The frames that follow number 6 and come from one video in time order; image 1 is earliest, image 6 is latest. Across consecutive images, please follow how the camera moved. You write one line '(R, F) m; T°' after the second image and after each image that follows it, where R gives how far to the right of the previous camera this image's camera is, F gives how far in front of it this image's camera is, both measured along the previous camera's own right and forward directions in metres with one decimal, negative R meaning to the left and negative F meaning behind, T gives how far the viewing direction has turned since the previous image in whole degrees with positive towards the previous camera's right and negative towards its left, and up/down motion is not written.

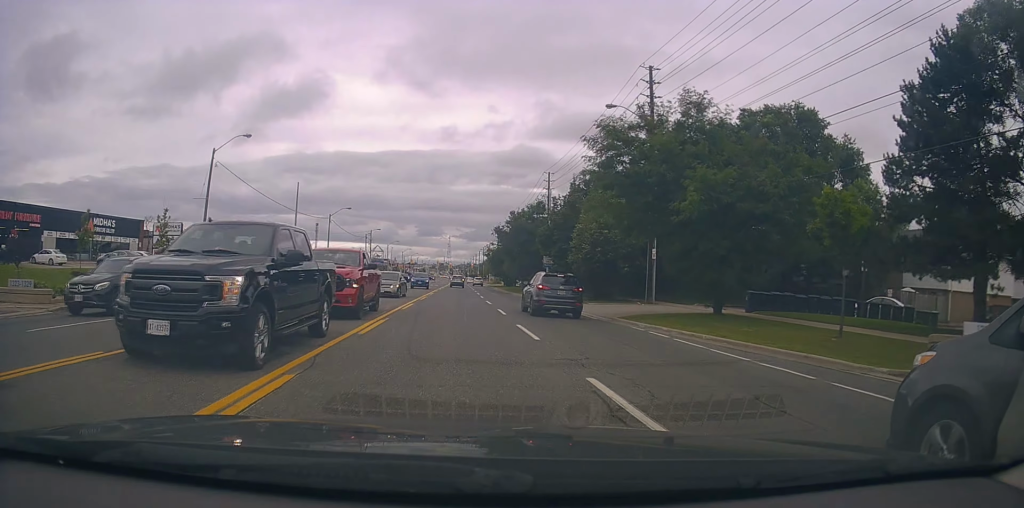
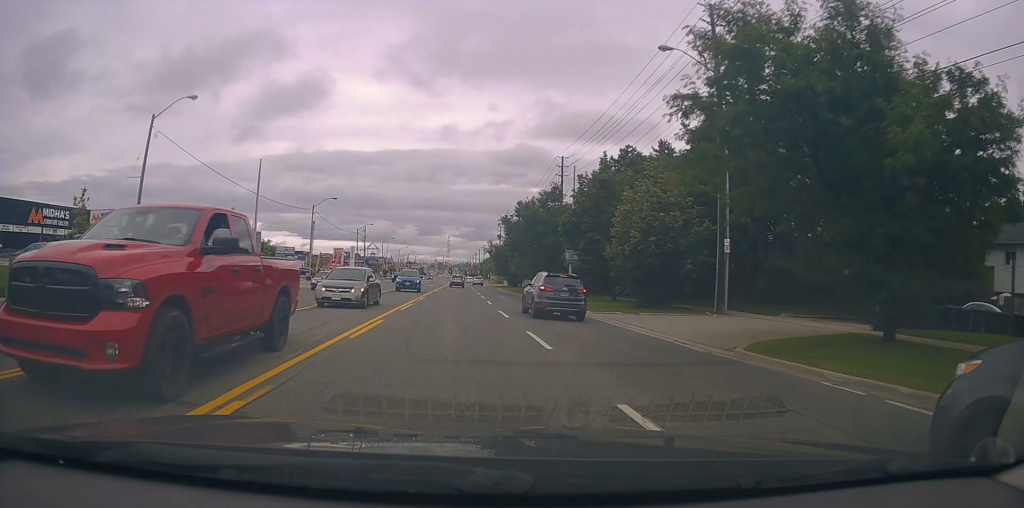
(-0.2, +10.3) m; -1°
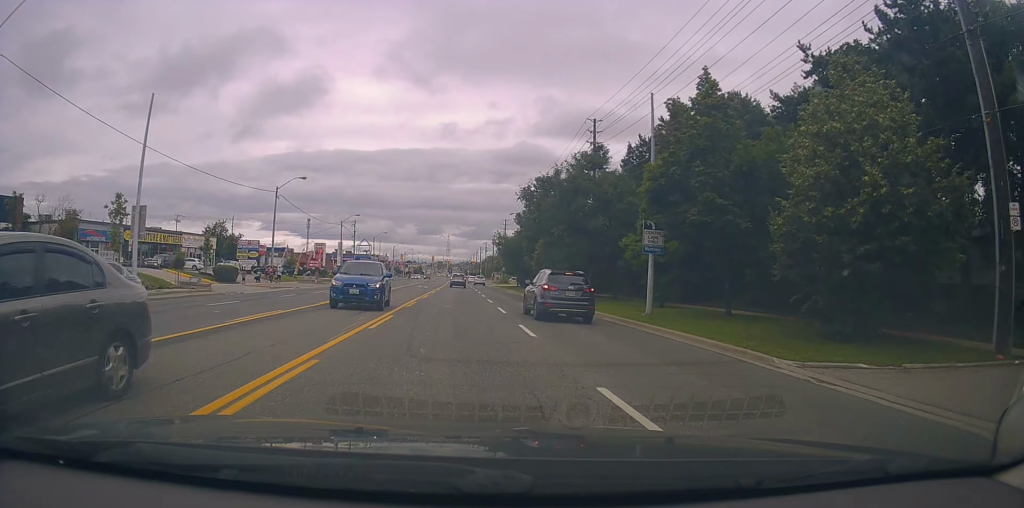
(-0.2, +16.2) m; 0°
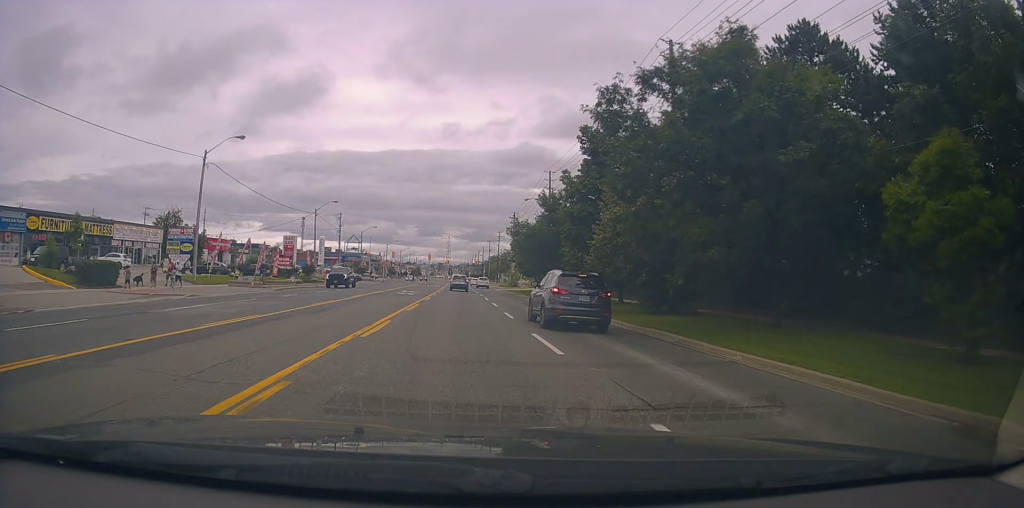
(+0.1, +19.5) m; +1°
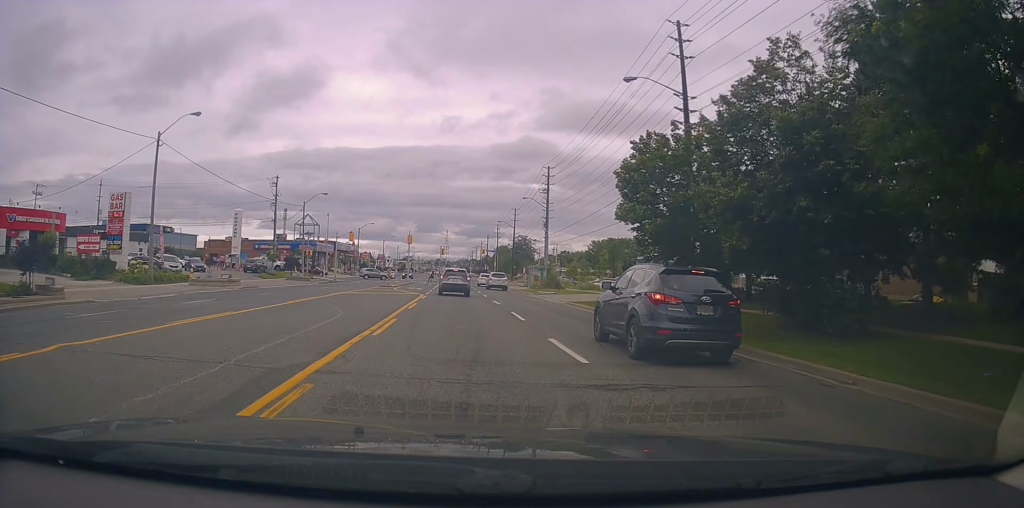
(+0.4, +47.3) m; -1°
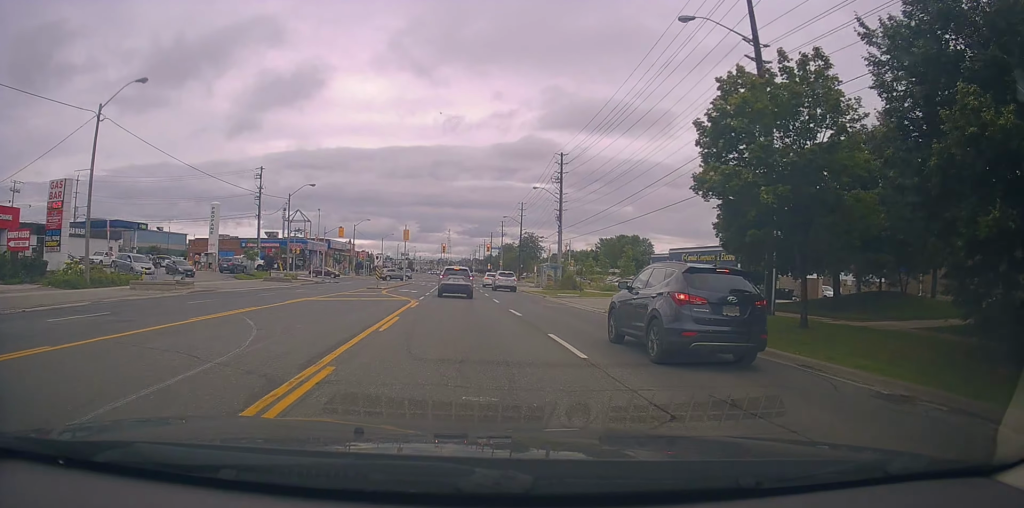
(0.0, +8.6) m; -1°
